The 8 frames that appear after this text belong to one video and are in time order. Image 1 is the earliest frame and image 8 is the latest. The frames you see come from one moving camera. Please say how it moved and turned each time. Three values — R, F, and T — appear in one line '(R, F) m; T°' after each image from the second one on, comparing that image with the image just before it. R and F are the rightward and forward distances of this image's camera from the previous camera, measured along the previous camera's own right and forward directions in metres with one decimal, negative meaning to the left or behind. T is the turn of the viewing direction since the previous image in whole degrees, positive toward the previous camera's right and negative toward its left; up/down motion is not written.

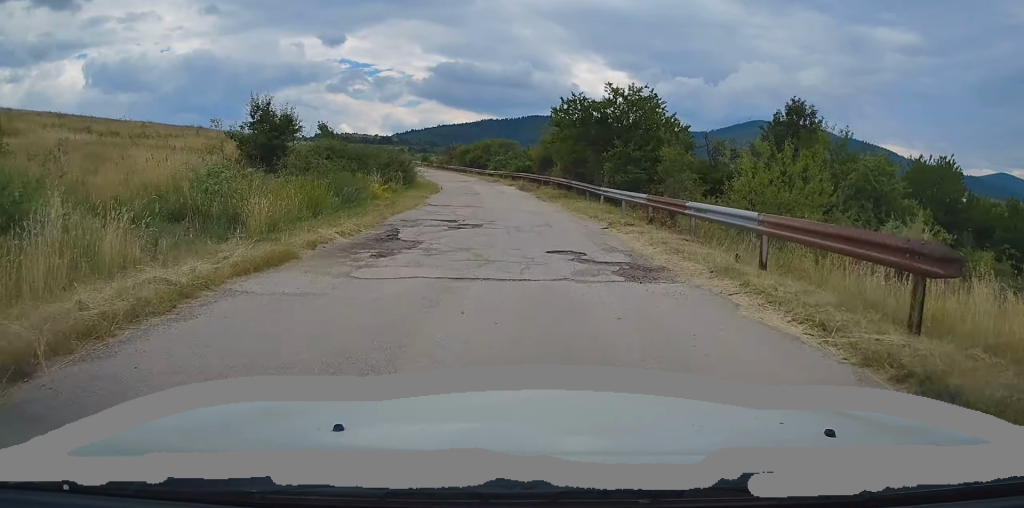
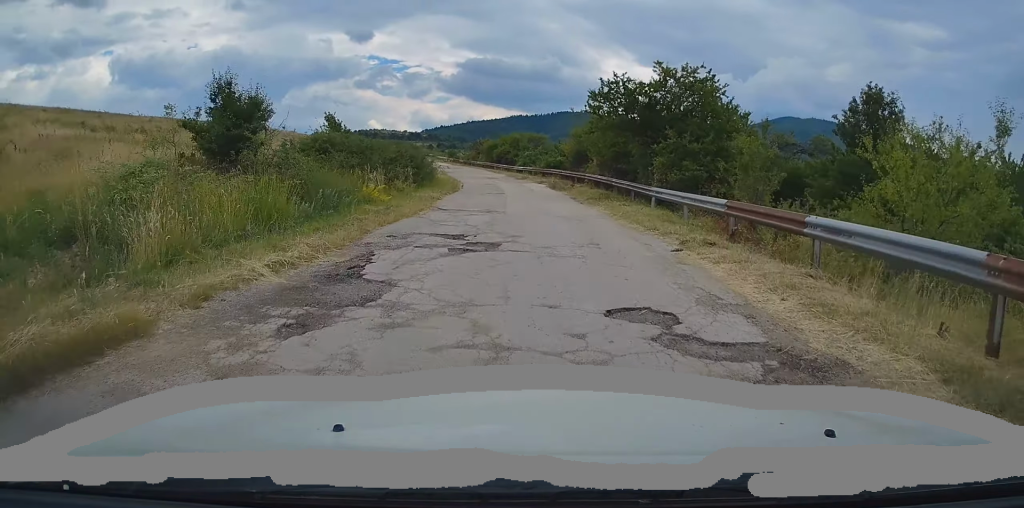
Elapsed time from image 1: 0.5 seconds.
(0.0, +4.1) m; +1°
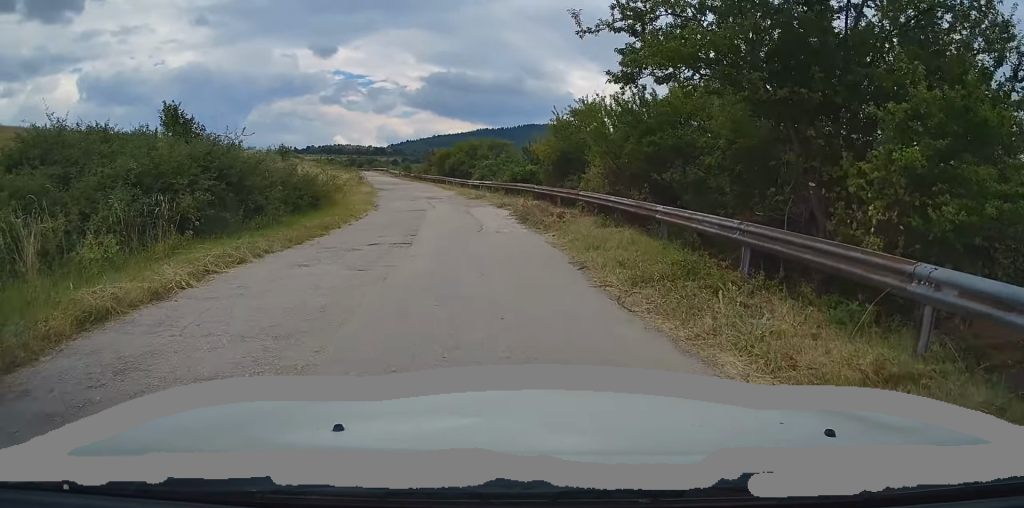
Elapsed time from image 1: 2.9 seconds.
(+0.4, +15.8) m; -1°
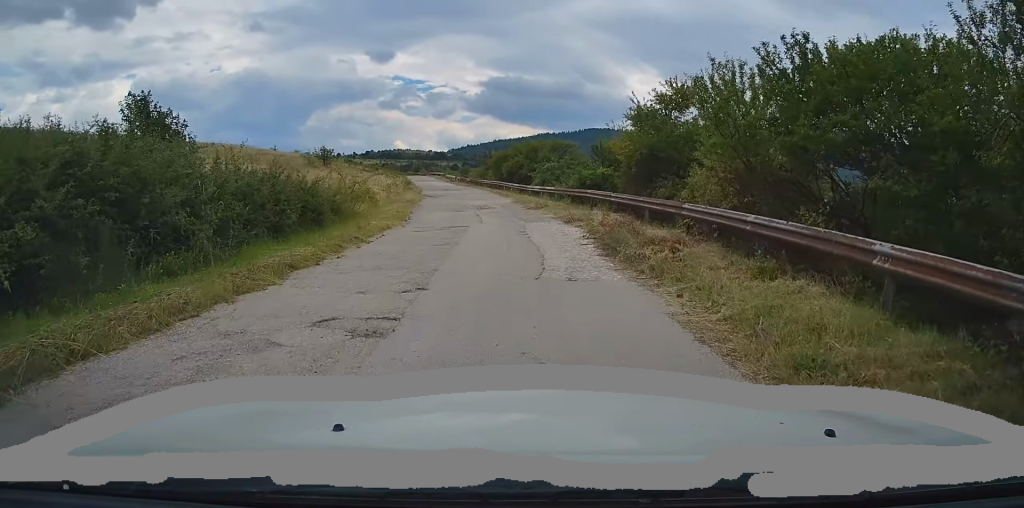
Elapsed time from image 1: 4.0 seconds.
(-0.2, +6.1) m; -5°
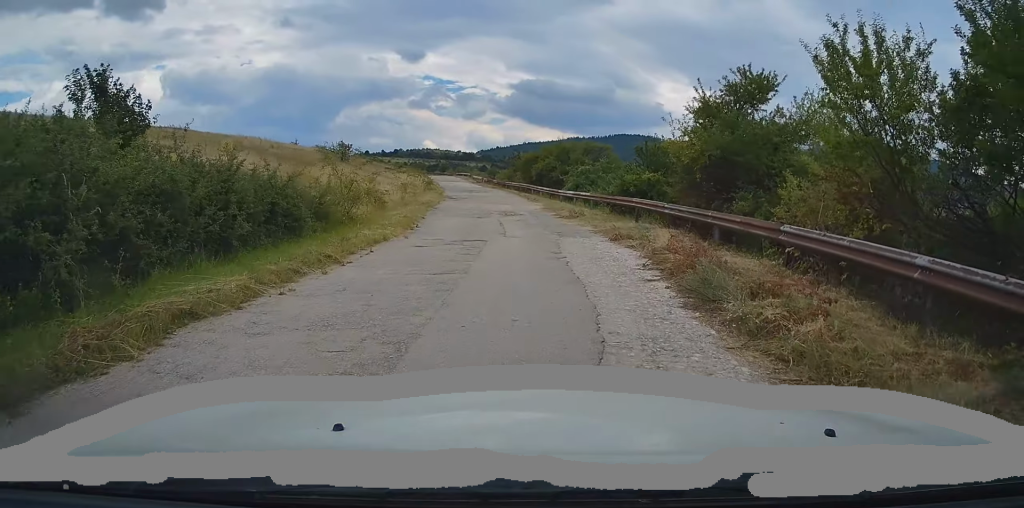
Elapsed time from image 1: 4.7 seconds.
(-0.2, +3.9) m; -2°
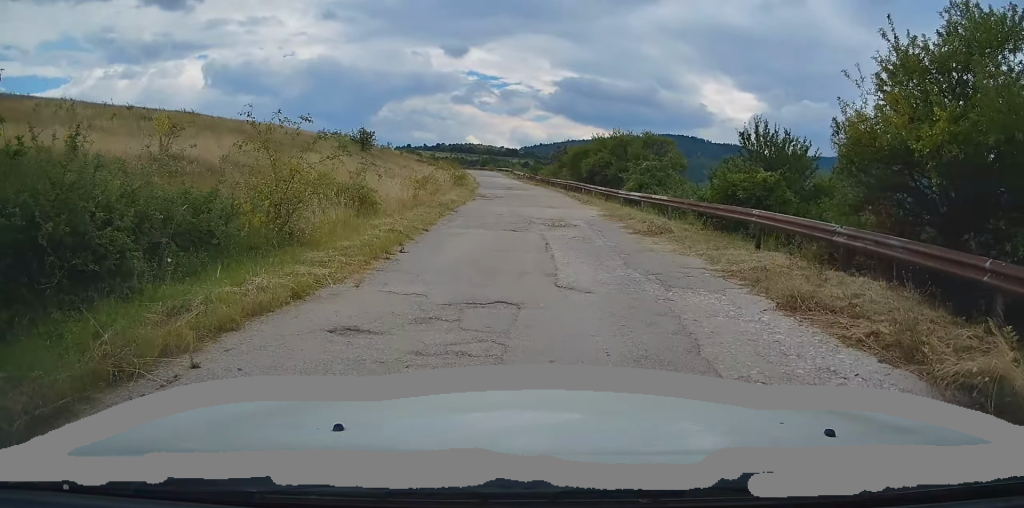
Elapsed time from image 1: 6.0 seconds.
(-0.1, +7.4) m; 0°
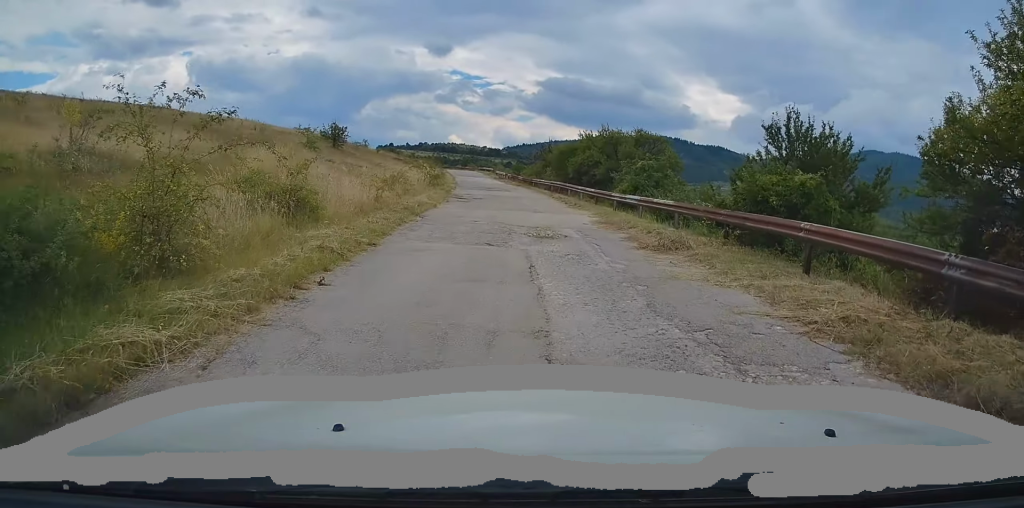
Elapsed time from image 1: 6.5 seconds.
(+0.1, +3.3) m; +1°
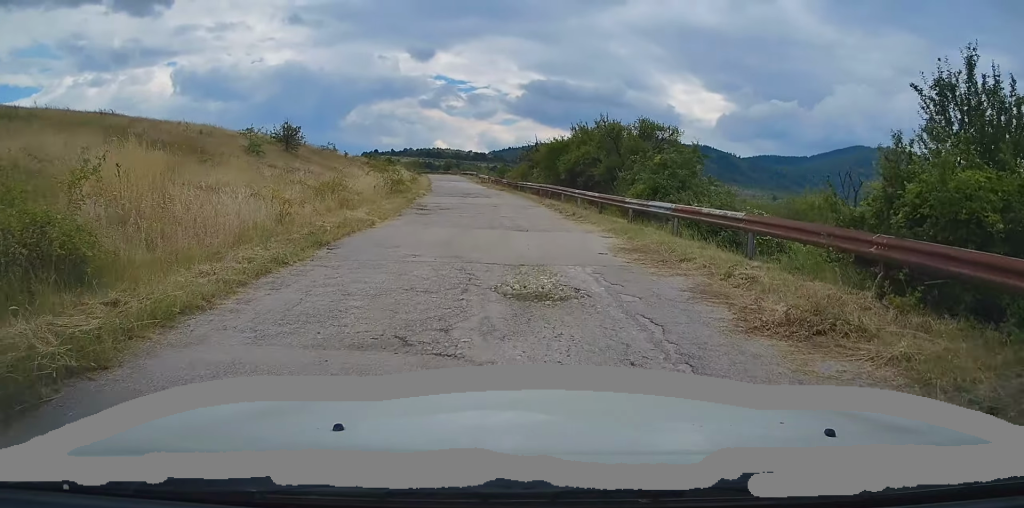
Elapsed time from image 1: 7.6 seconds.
(+0.2, +6.9) m; -1°
